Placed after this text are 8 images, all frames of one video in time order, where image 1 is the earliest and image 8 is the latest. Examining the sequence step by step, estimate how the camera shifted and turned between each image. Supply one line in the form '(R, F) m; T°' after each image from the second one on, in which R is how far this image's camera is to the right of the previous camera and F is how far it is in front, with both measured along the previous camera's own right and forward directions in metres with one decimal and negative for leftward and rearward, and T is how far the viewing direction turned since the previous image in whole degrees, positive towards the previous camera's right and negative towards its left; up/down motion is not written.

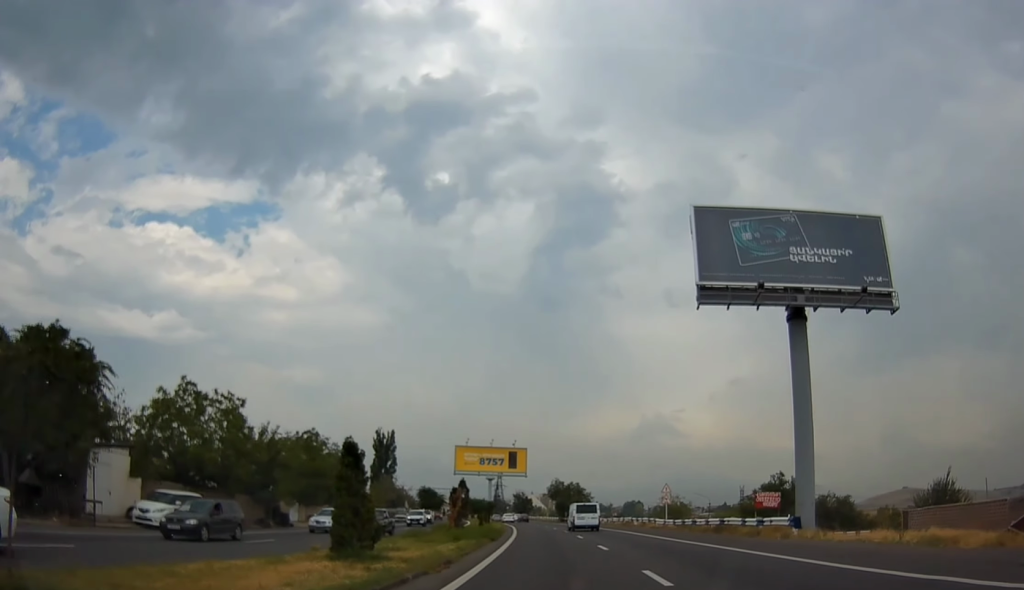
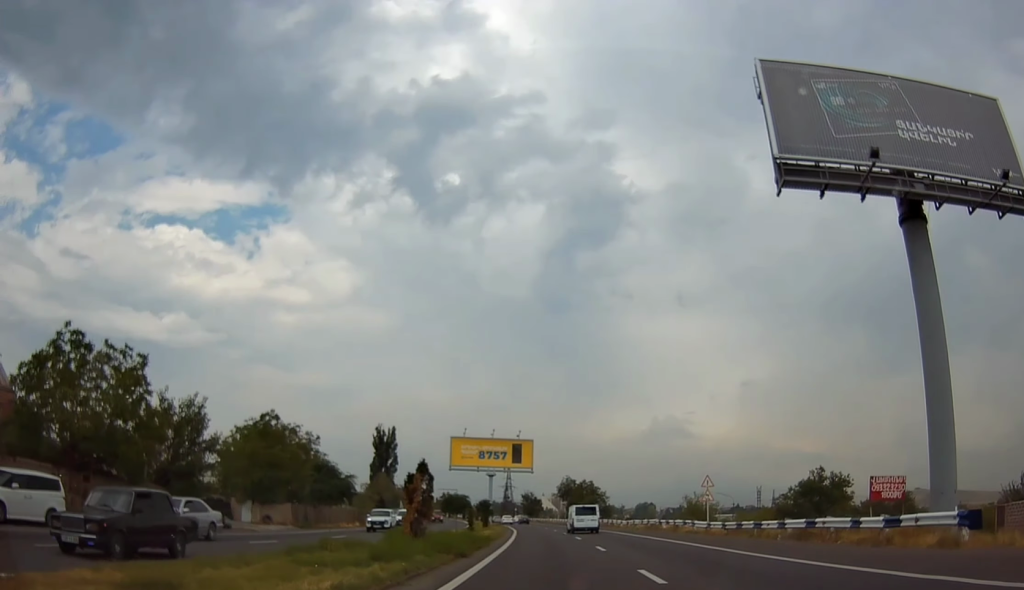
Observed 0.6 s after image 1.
(-0.1, +11.5) m; -1°
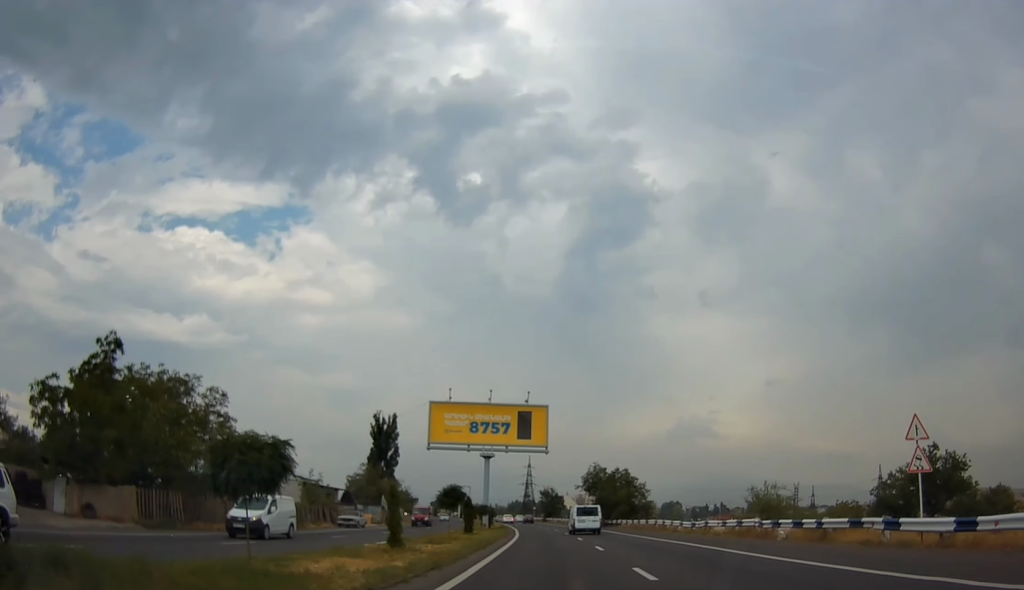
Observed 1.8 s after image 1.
(-0.3, +23.2) m; -1°
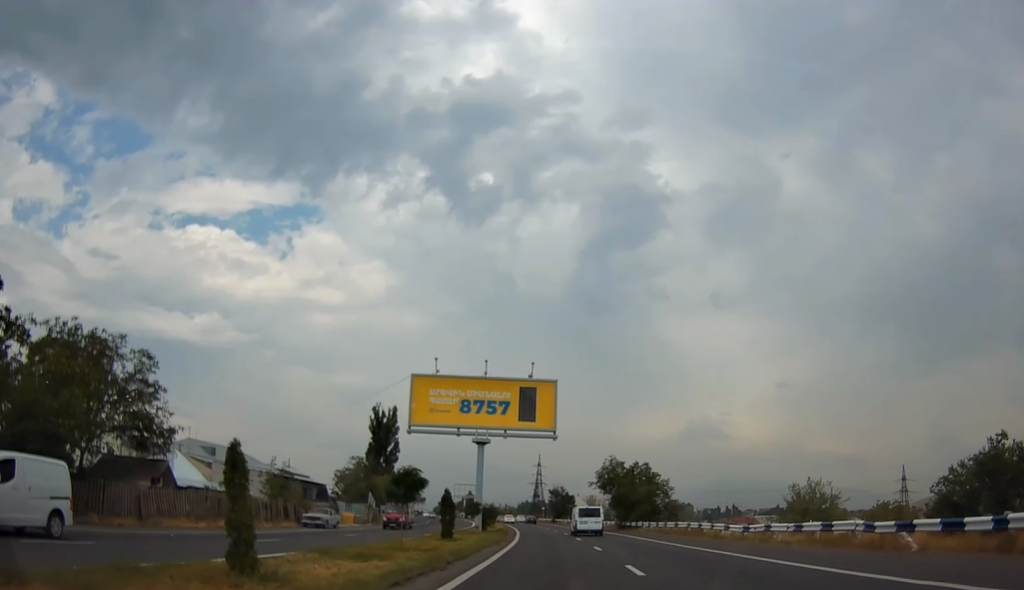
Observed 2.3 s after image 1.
(-0.1, +10.2) m; -2°
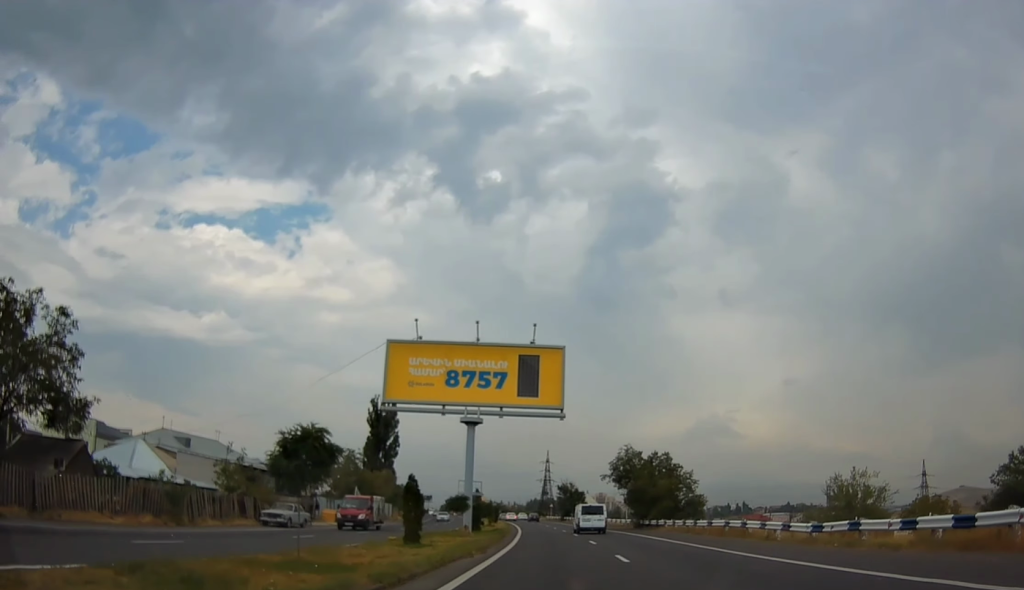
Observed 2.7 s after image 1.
(+0.1, +8.2) m; -1°
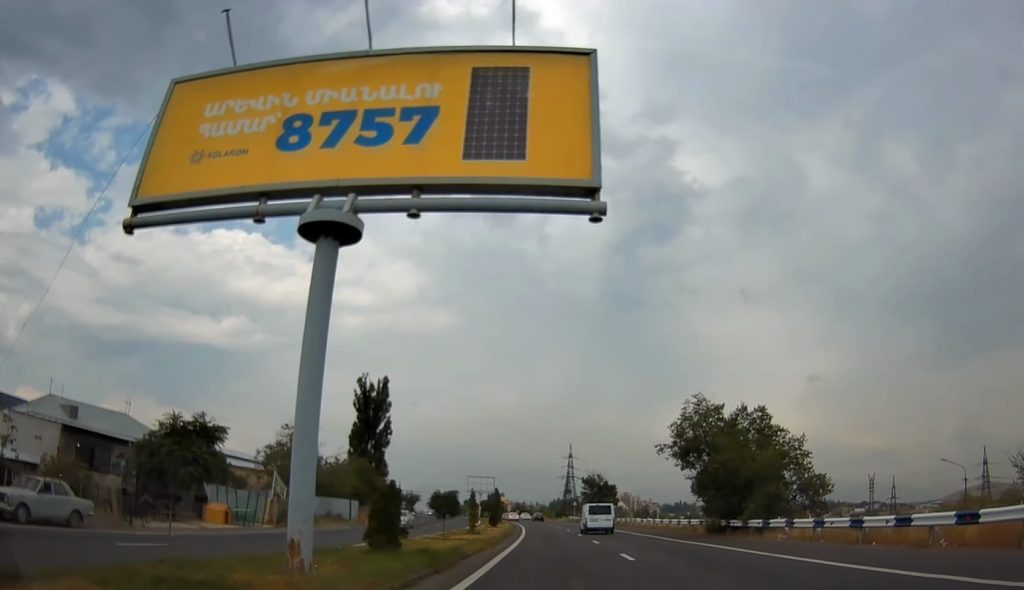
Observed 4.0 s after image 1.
(-1.1, +24.1) m; -3°
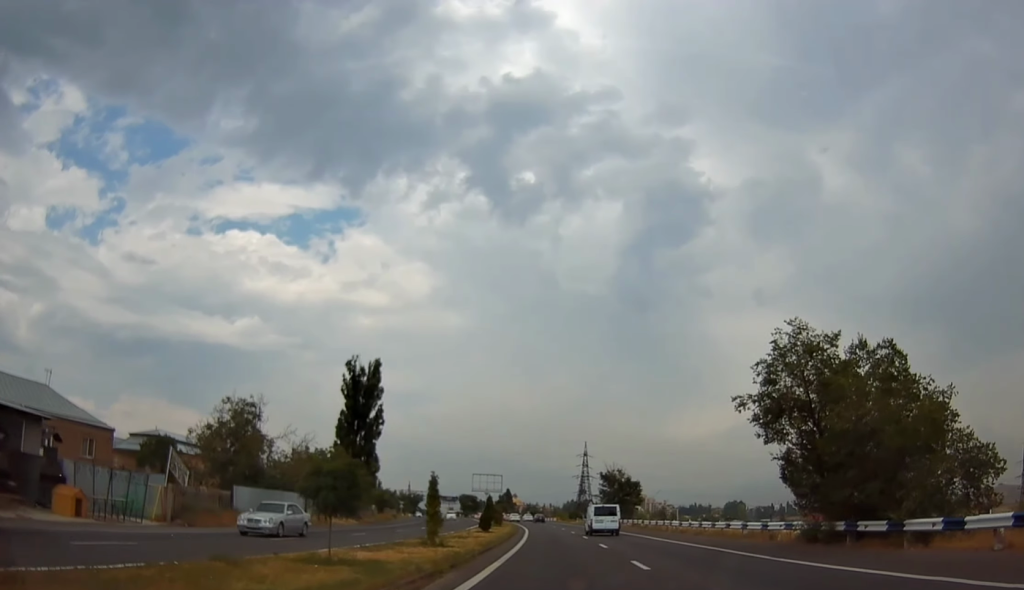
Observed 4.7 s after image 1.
(0.0, +14.3) m; 0°
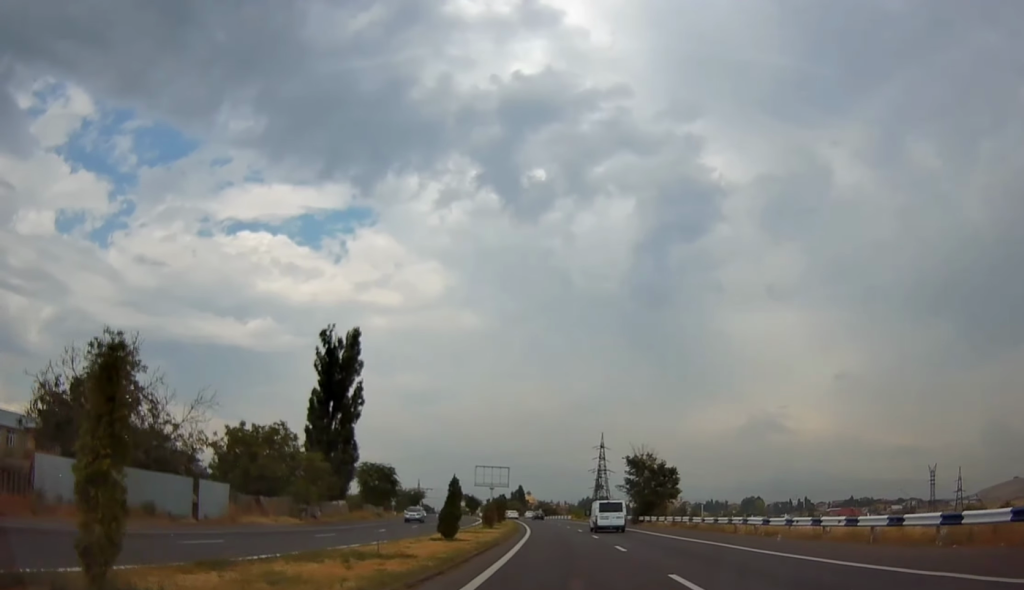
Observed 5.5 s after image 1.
(0.0, +17.6) m; -1°
